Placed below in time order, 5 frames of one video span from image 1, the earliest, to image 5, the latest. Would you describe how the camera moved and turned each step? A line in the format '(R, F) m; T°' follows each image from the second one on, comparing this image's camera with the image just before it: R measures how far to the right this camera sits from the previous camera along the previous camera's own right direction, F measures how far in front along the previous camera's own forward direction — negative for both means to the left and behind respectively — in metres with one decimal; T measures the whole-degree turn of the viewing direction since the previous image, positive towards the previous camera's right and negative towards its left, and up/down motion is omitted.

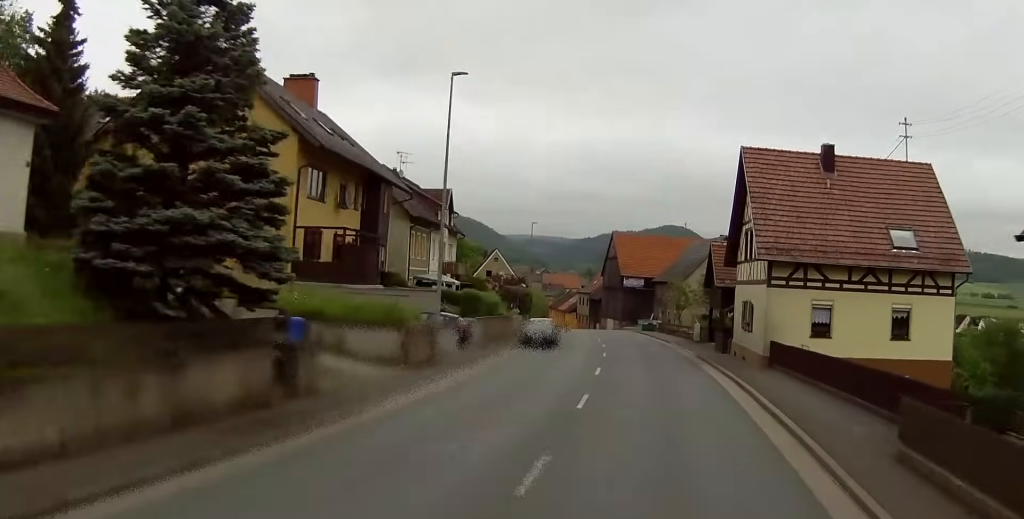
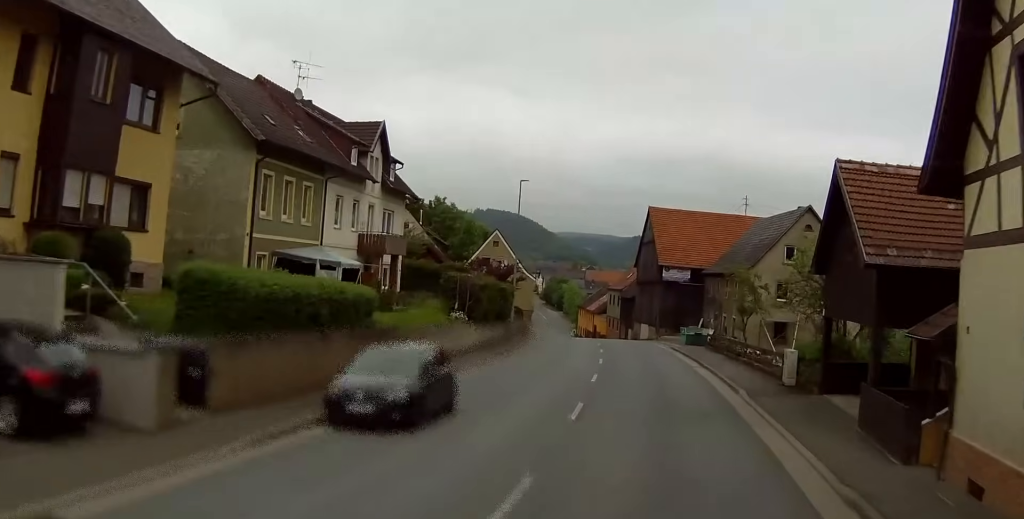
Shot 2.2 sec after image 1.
(0.0, +29.7) m; -1°
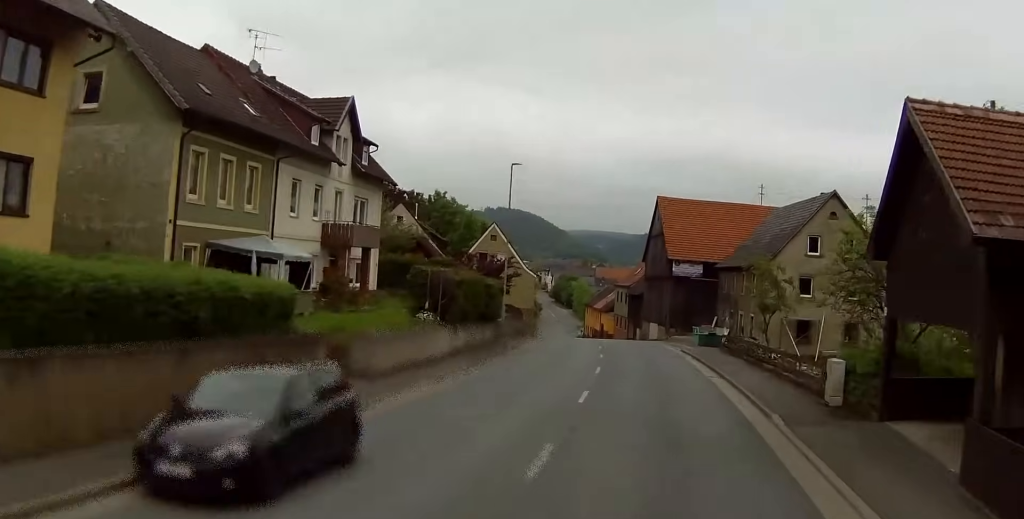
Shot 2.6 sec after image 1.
(0.0, +6.5) m; -1°
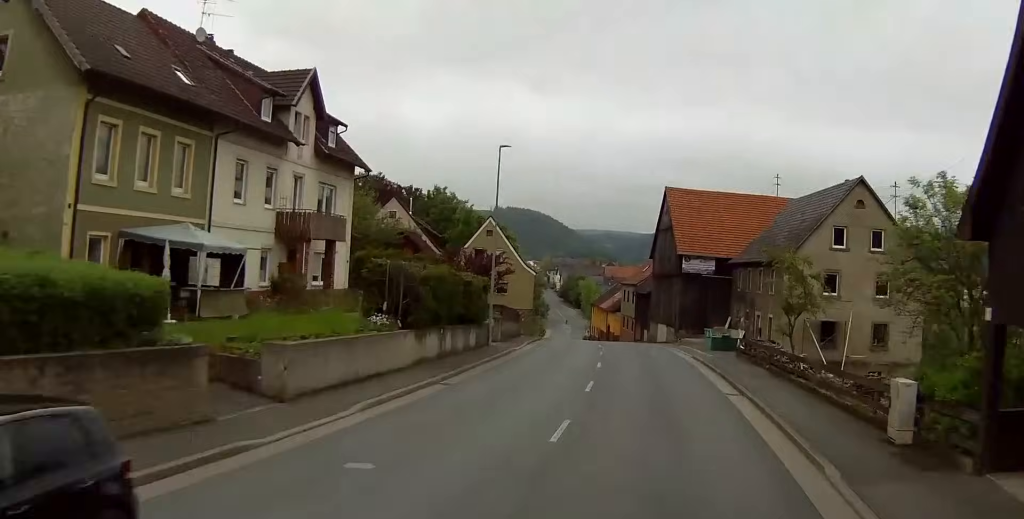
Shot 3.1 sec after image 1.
(-0.1, +6.1) m; -1°
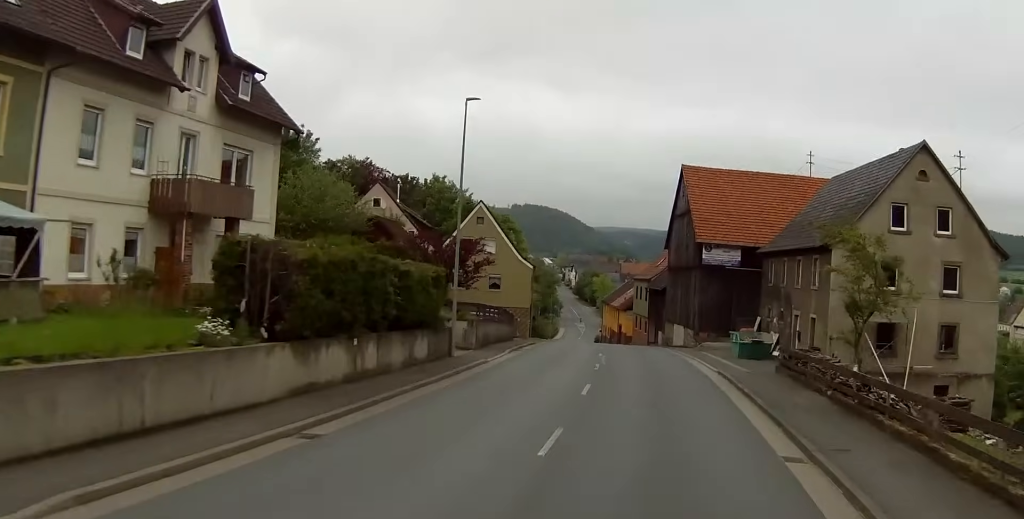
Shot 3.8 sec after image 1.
(-0.2, +10.7) m; -3°
